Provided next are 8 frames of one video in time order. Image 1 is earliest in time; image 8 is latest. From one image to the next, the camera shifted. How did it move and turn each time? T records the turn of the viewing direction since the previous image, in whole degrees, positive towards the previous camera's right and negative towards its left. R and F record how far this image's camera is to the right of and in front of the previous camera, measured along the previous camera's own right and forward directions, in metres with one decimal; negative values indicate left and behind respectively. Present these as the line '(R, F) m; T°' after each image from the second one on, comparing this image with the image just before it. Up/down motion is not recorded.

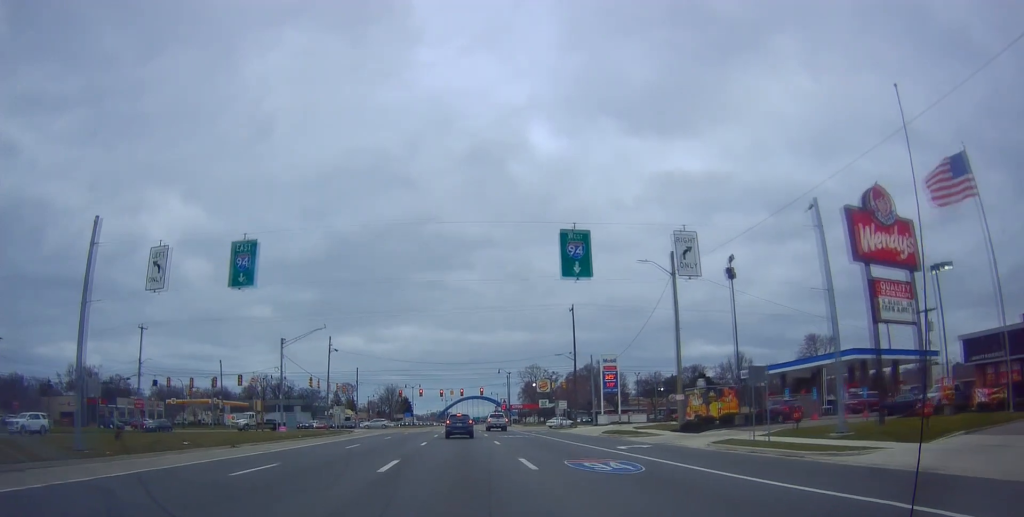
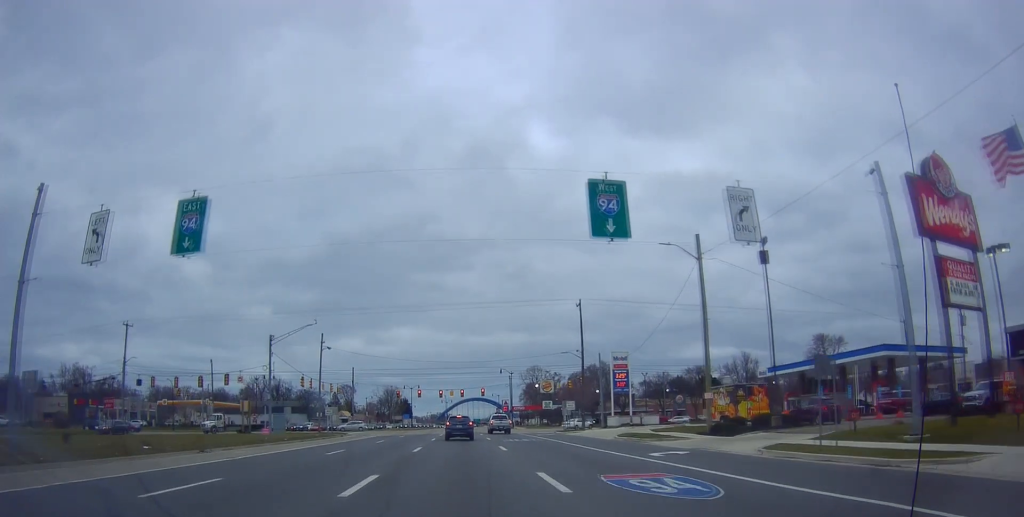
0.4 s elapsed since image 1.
(0.0, +4.9) m; 0°
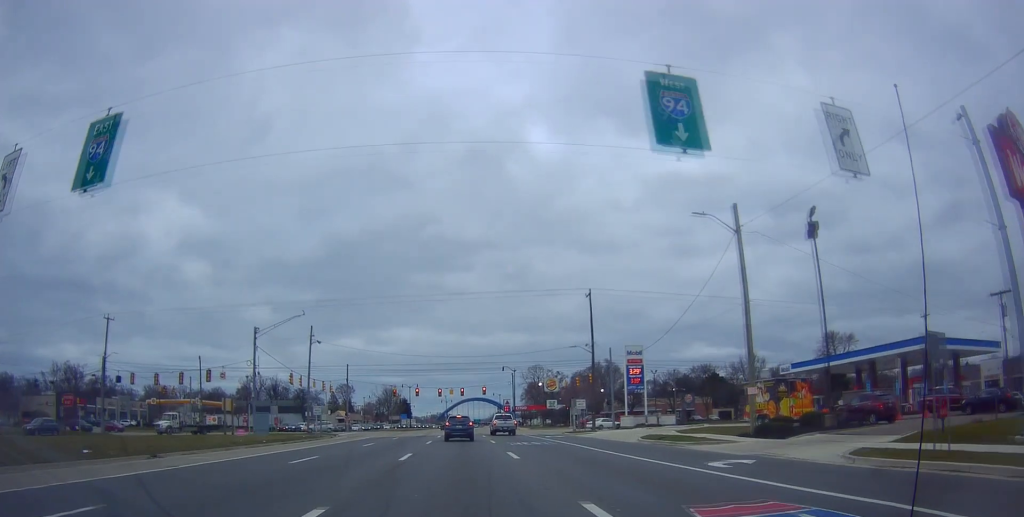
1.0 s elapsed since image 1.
(0.0, +5.8) m; 0°
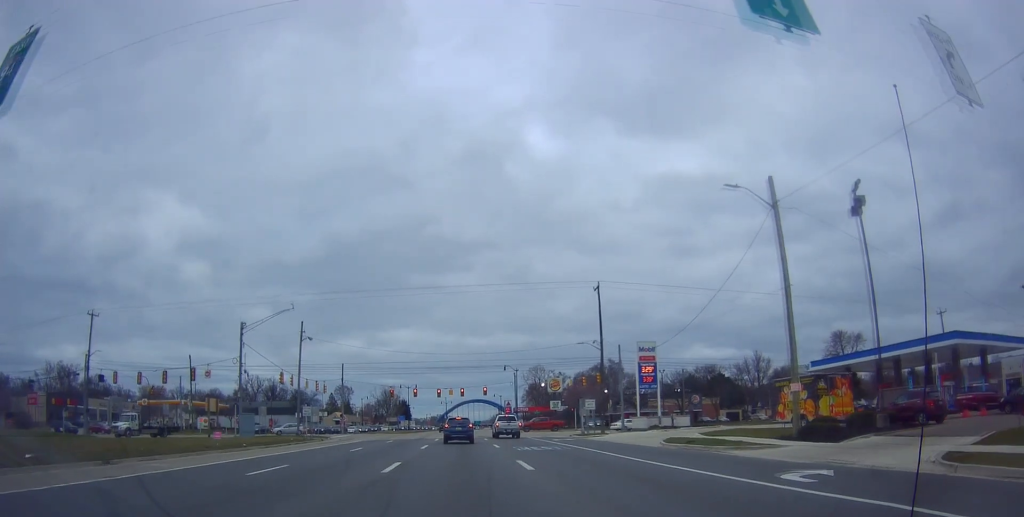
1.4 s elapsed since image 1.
(0.0, +4.5) m; 0°
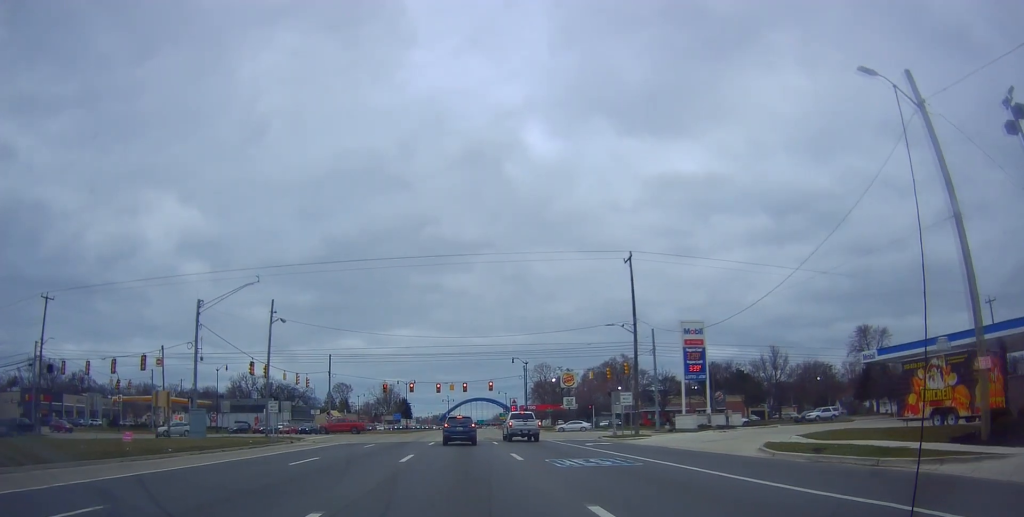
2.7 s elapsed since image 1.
(0.0, +12.2) m; 0°
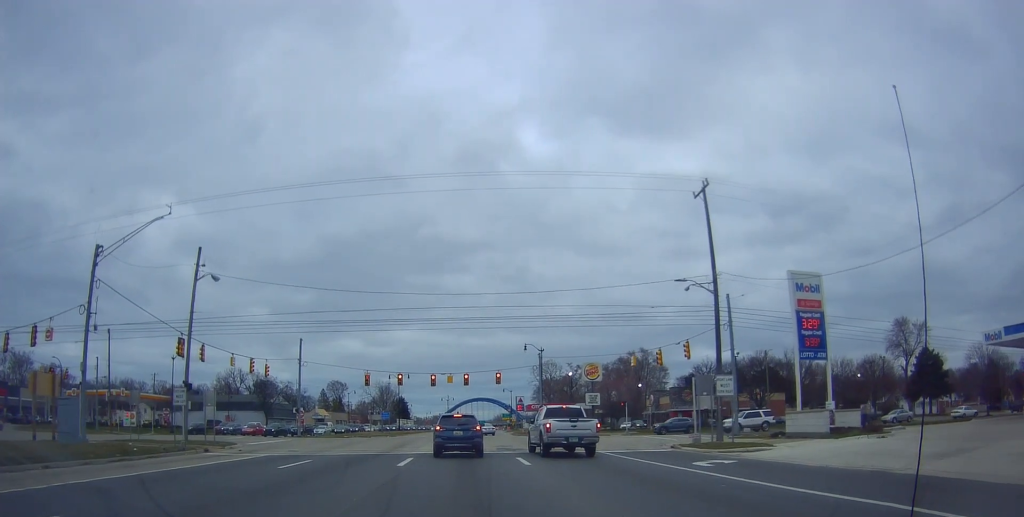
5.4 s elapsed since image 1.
(0.0, +17.9) m; -1°
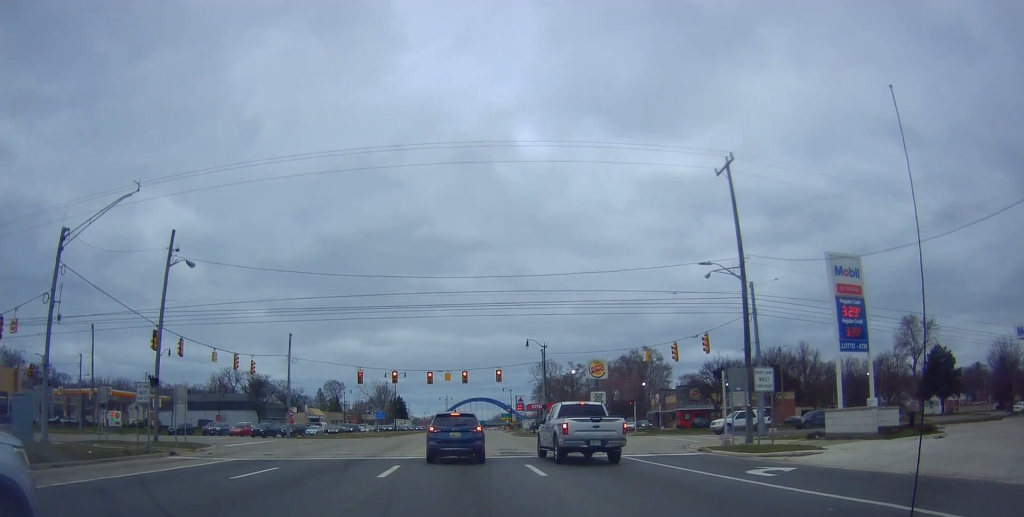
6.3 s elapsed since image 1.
(0.0, +4.2) m; -4°
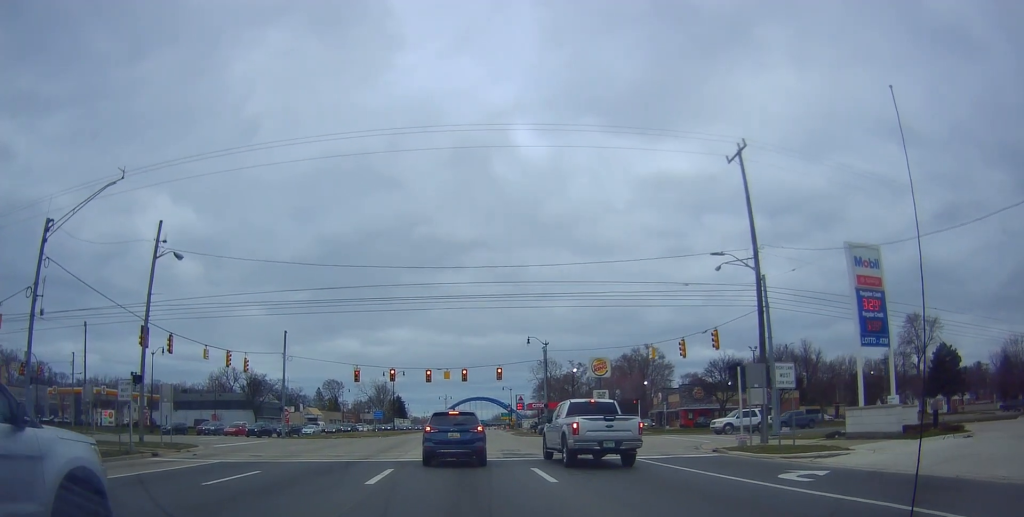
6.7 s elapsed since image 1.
(-0.2, +1.8) m; 0°
